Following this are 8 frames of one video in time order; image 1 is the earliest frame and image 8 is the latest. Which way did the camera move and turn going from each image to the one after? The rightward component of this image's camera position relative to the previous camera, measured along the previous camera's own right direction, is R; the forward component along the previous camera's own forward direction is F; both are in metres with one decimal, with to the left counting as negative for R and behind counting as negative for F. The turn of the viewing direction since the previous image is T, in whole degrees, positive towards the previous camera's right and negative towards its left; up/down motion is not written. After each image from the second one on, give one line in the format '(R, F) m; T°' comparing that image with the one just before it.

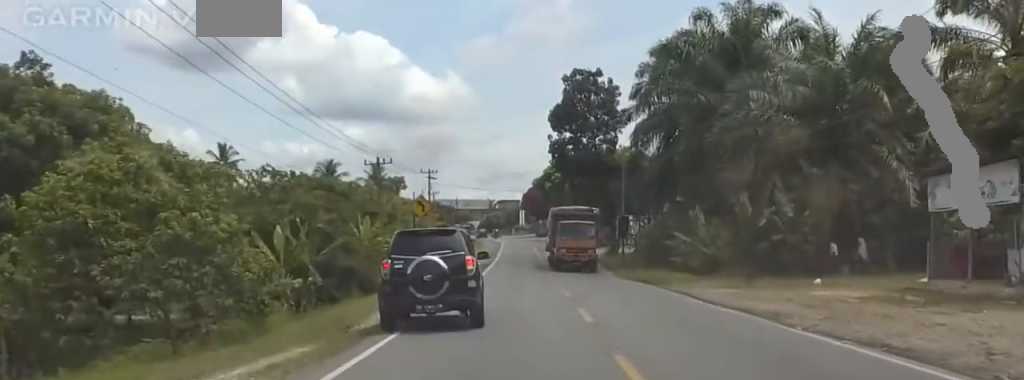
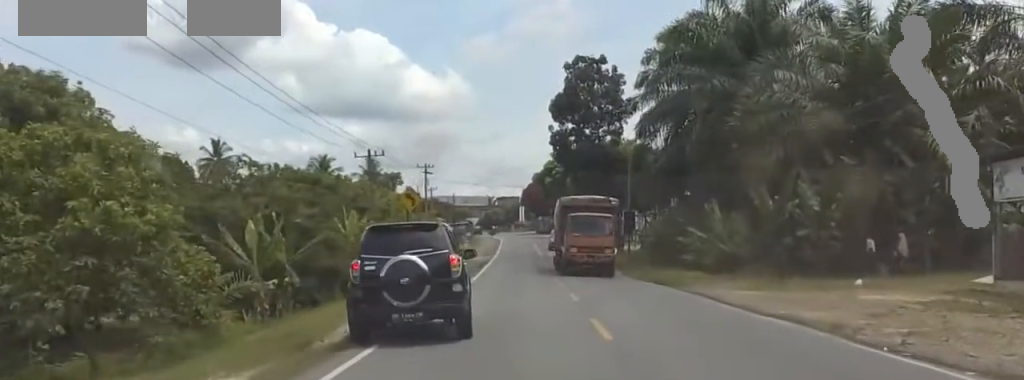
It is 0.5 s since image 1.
(+0.2, +4.6) m; +2°
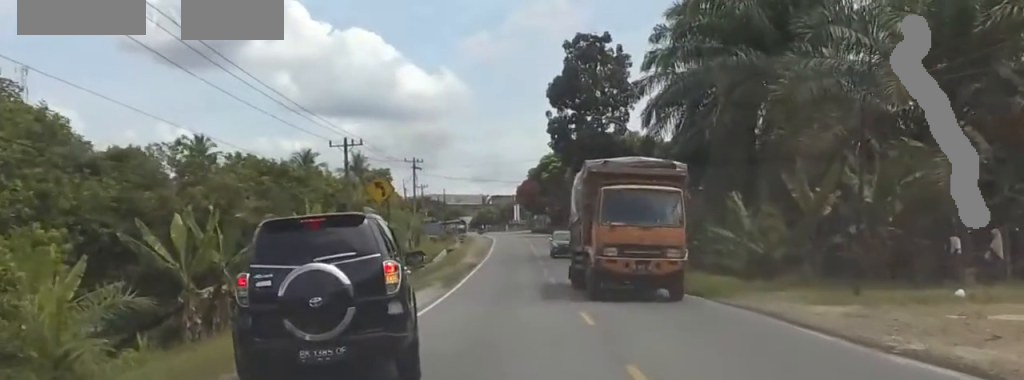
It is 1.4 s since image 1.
(+0.3, +8.9) m; -2°
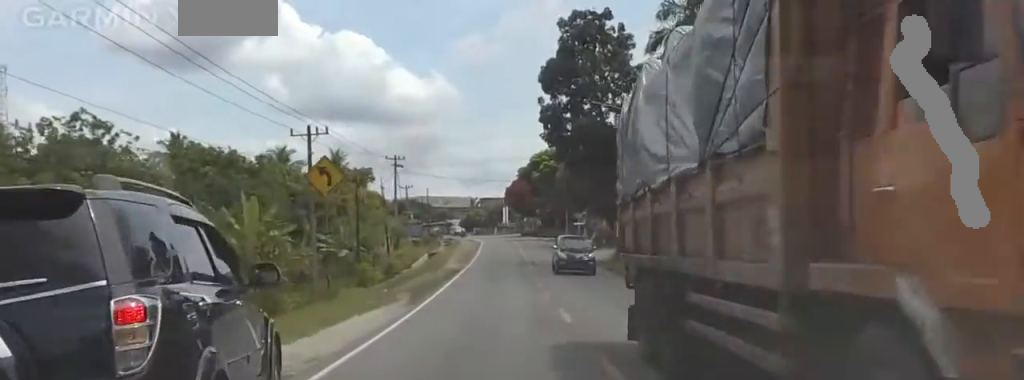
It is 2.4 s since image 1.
(-0.6, +9.1) m; -6°
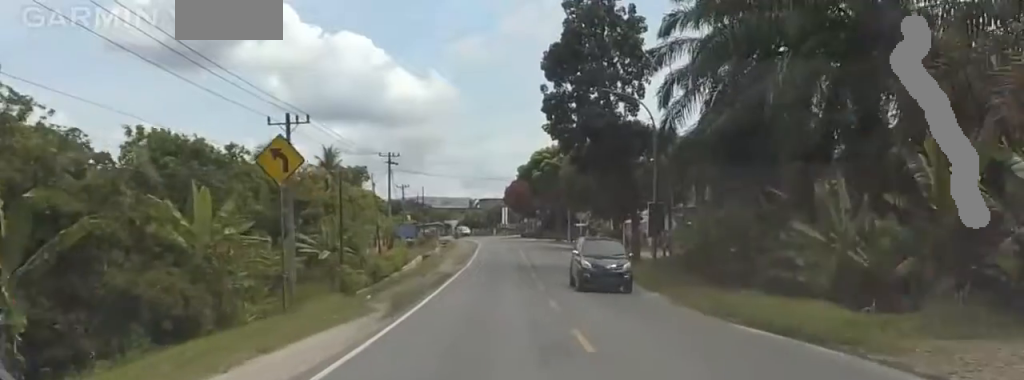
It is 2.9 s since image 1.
(-0.2, +5.3) m; -2°
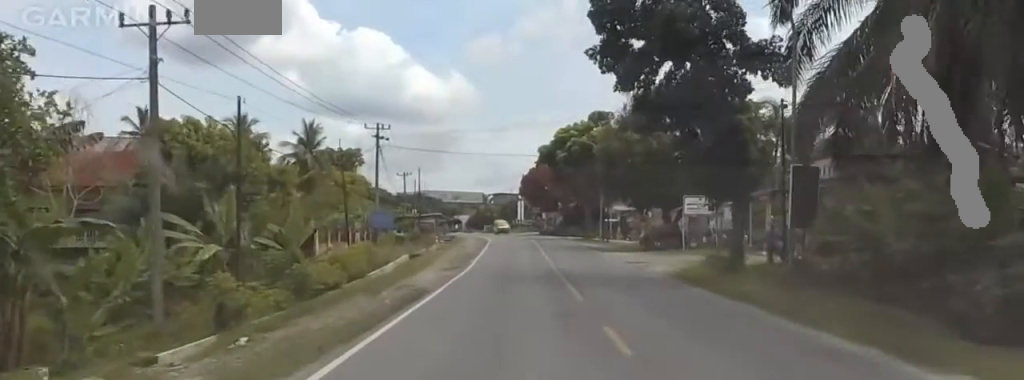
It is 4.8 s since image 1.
(+0.7, +18.0) m; +12°
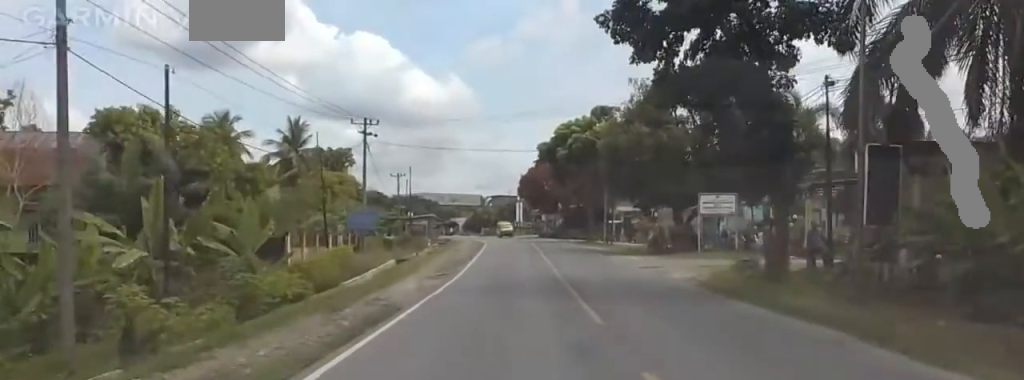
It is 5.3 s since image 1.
(+0.8, +4.6) m; -1°
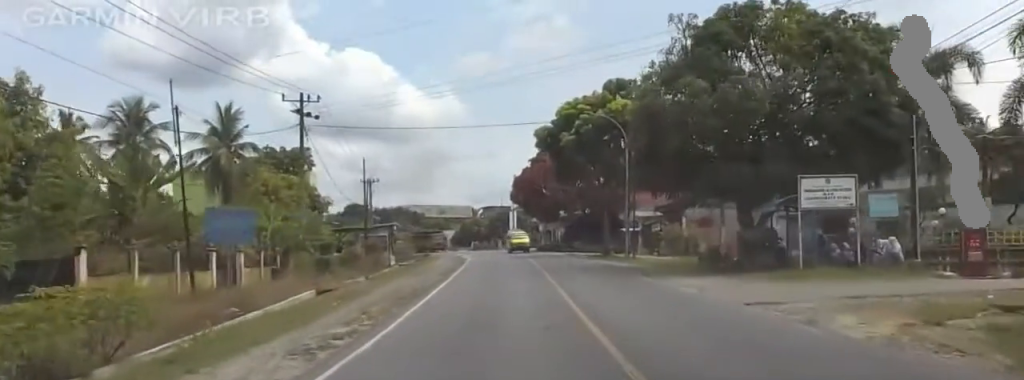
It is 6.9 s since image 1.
(-1.7, +15.3) m; -10°
